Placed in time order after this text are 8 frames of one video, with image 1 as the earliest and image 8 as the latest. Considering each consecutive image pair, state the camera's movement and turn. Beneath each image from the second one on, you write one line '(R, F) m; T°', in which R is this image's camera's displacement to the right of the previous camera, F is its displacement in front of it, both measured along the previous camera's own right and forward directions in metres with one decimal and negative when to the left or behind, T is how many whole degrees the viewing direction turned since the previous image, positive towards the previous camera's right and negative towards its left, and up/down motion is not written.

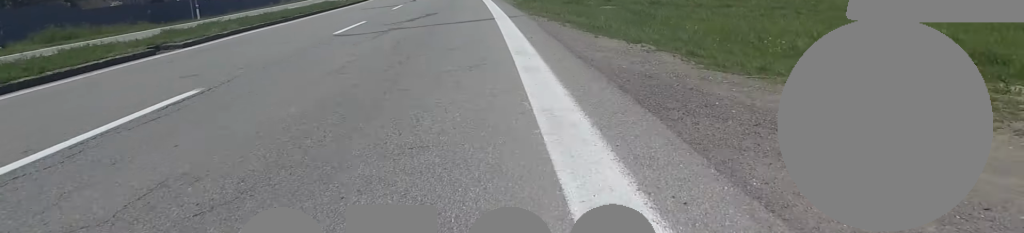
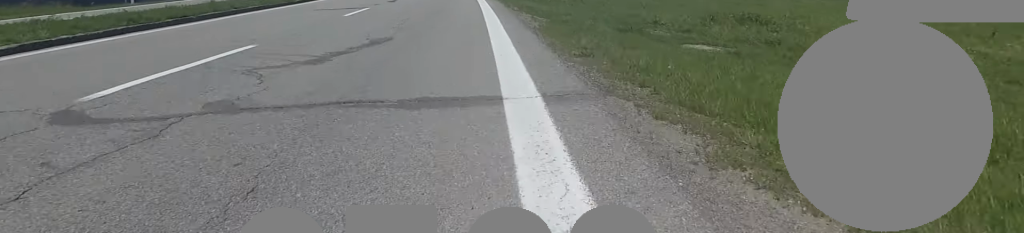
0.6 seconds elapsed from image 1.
(0.0, +6.9) m; 0°
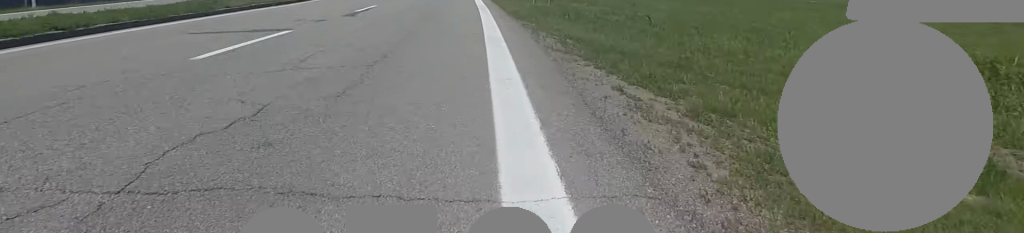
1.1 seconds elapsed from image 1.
(0.0, +7.0) m; 0°
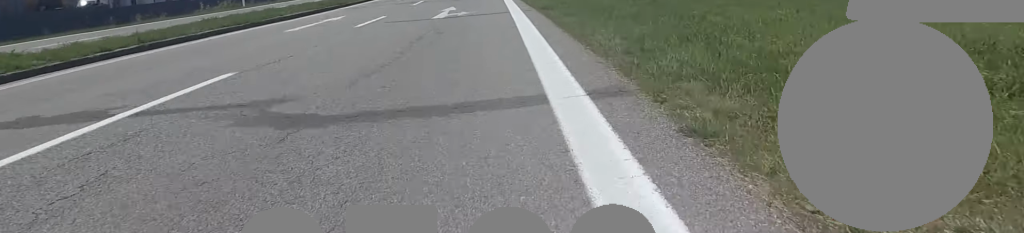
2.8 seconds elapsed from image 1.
(0.0, +21.0) m; 0°
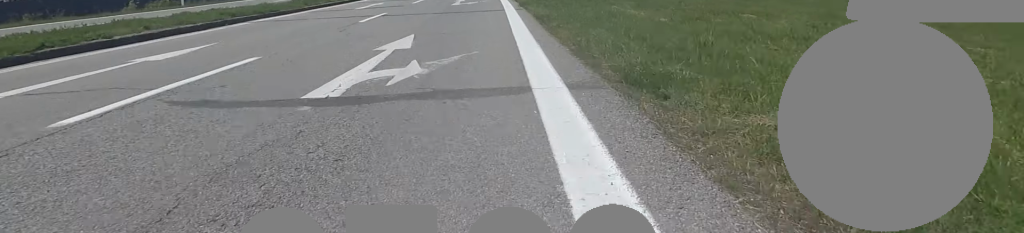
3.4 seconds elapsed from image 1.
(0.0, +7.8) m; 0°
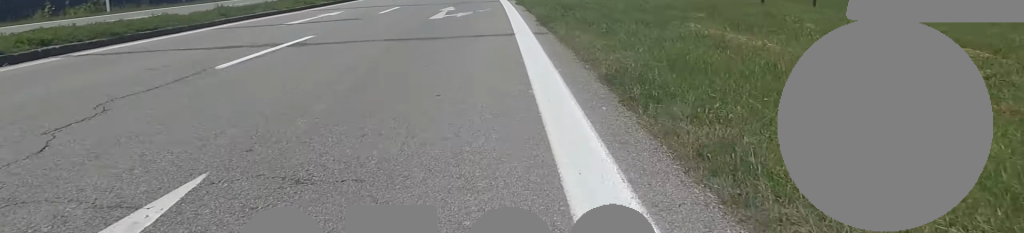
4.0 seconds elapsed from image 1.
(0.0, +6.3) m; 0°
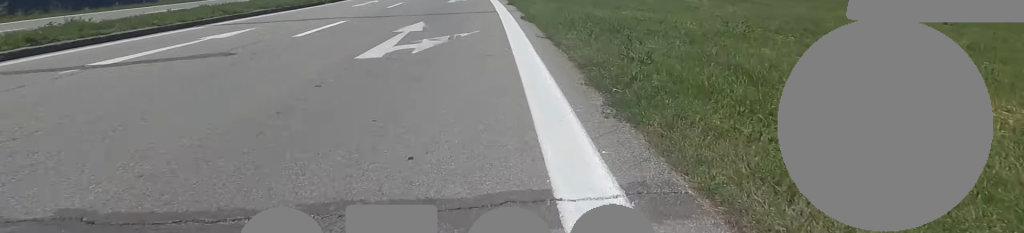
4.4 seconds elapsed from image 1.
(0.0, +5.8) m; 0°
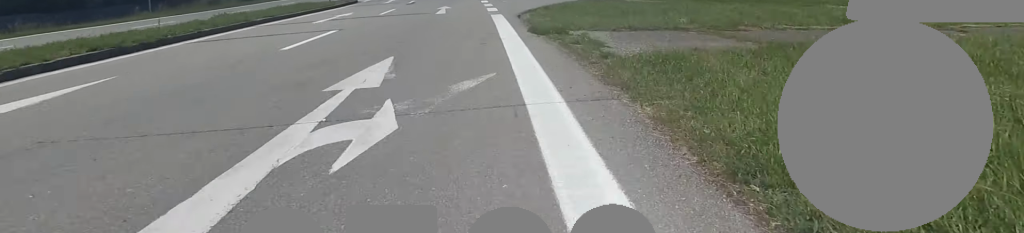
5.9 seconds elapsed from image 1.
(0.0, +17.2) m; -2°
